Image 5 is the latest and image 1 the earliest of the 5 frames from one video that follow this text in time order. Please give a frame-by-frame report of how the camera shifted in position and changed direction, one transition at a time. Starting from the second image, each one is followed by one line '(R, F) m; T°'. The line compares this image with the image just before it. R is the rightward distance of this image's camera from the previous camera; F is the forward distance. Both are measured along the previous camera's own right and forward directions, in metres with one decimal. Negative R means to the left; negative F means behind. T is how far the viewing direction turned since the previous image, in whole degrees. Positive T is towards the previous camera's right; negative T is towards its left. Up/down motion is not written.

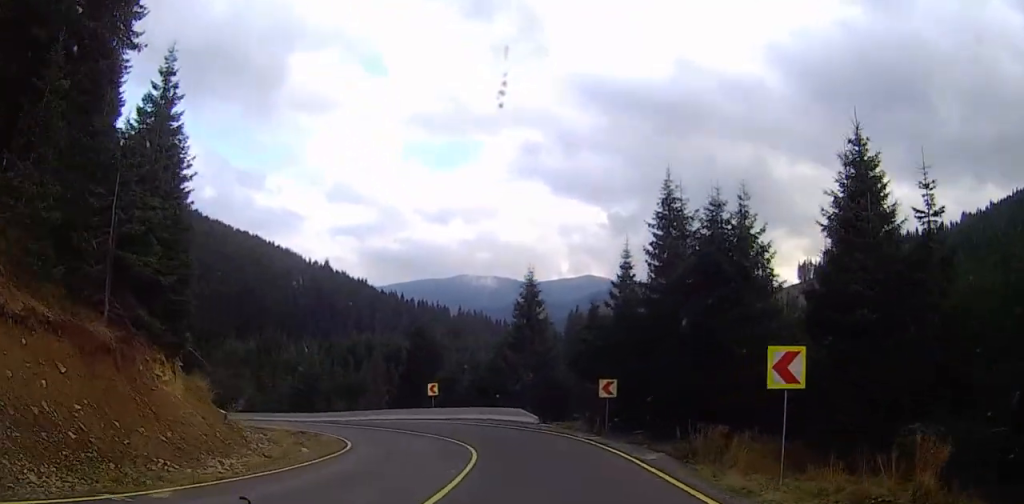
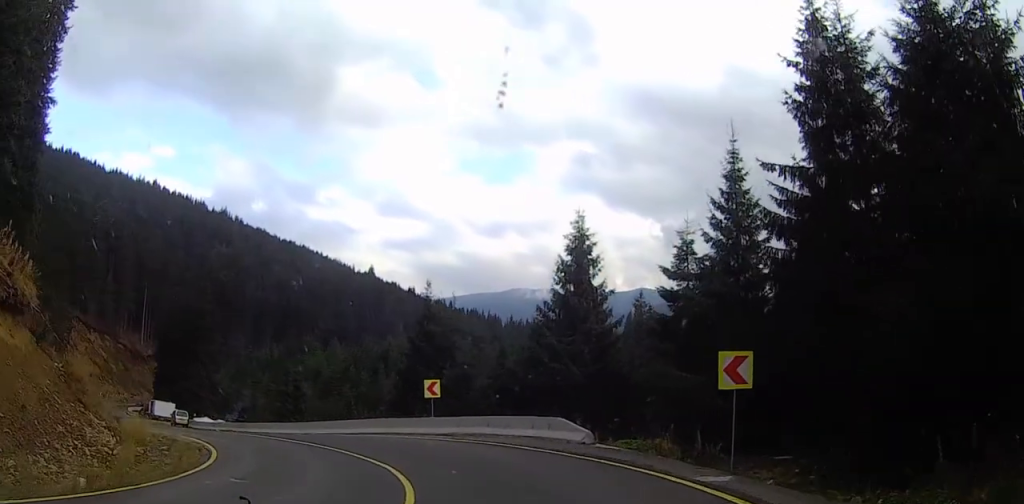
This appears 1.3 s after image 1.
(-0.8, +16.7) m; -10°
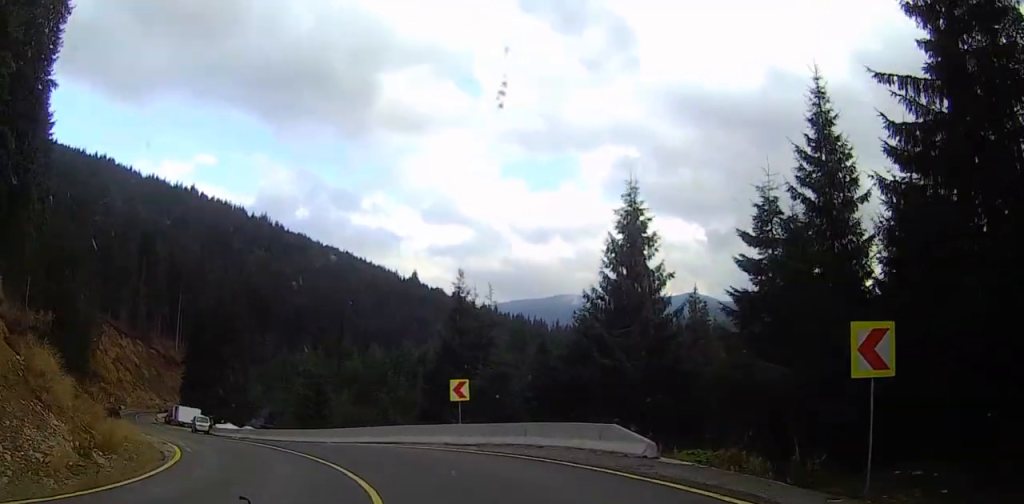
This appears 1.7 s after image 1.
(-0.5, +5.1) m; -4°
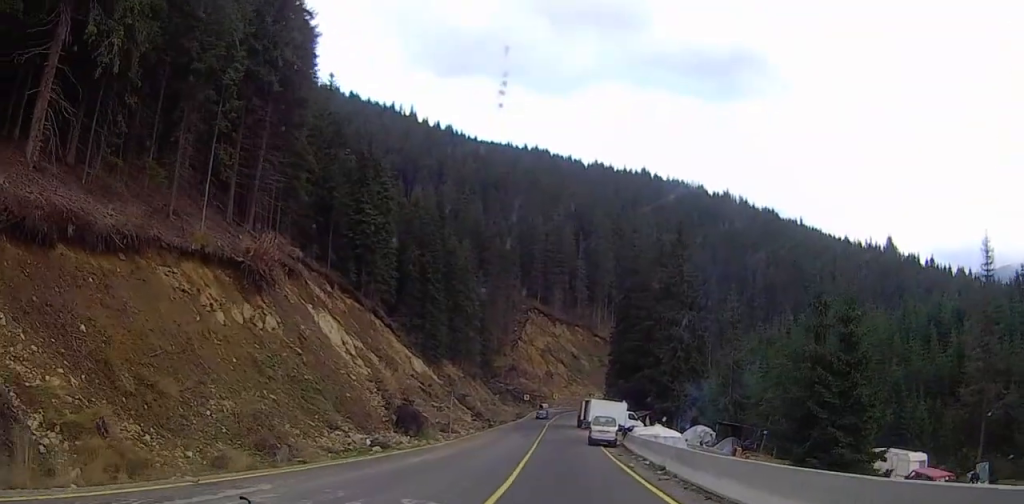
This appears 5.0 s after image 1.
(-9.7, +32.4) m; -40°
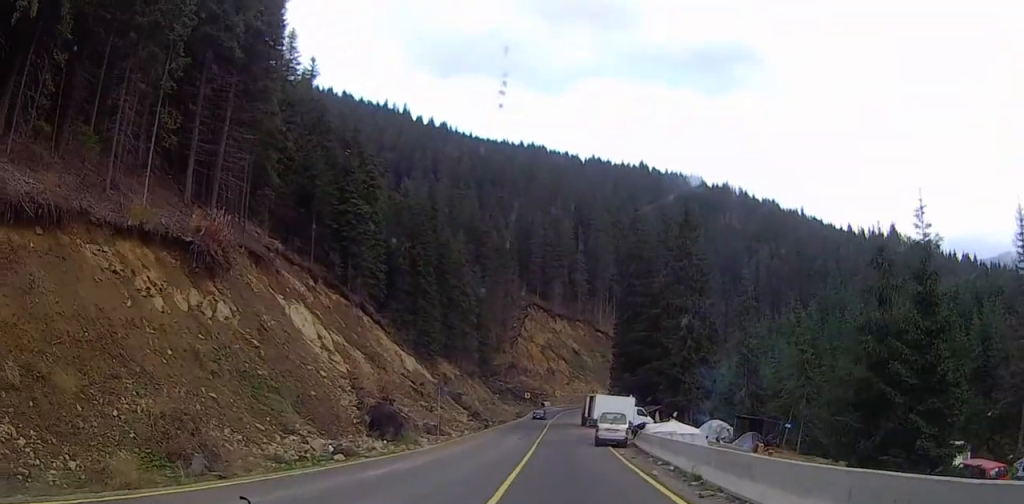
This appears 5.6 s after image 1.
(0.0, +5.2) m; +3°
